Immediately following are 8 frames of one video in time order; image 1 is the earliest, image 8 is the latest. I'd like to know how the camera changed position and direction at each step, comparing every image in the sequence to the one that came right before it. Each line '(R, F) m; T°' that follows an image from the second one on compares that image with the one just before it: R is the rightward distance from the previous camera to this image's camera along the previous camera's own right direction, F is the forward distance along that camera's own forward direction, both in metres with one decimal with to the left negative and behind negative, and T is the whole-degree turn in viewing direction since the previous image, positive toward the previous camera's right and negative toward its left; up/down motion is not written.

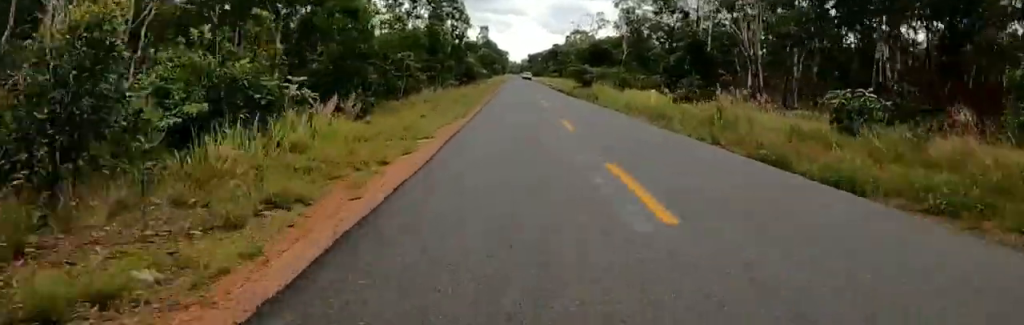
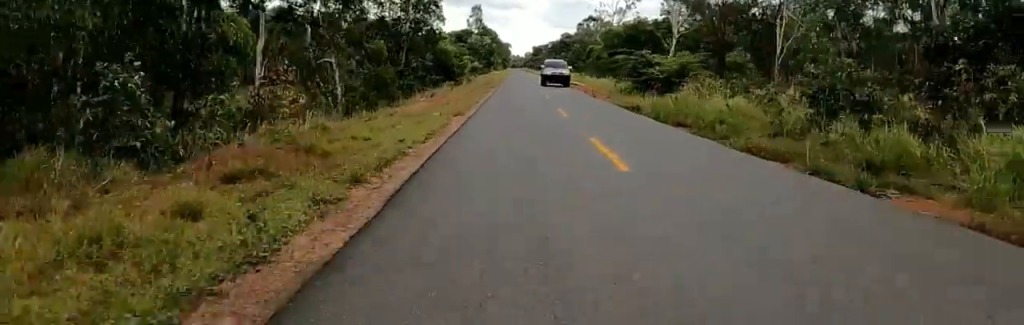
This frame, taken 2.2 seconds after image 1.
(-0.2, +29.7) m; -1°
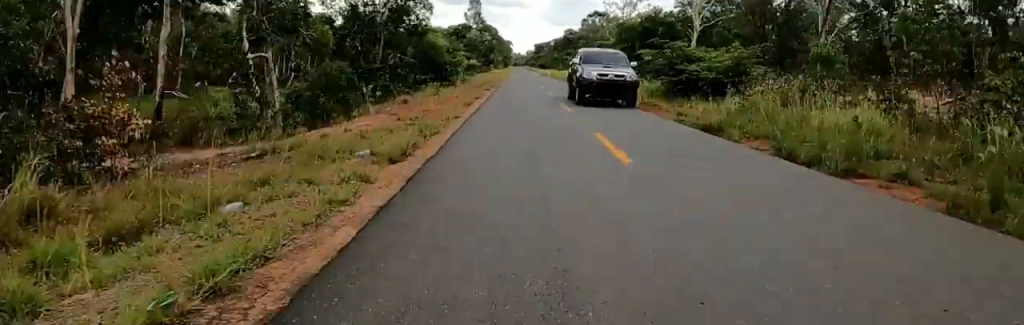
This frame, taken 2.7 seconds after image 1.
(0.0, +7.8) m; 0°
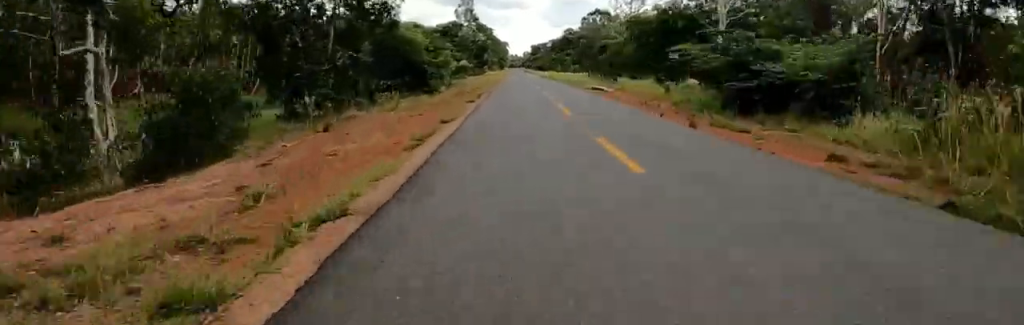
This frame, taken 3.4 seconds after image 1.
(0.0, +9.7) m; 0°
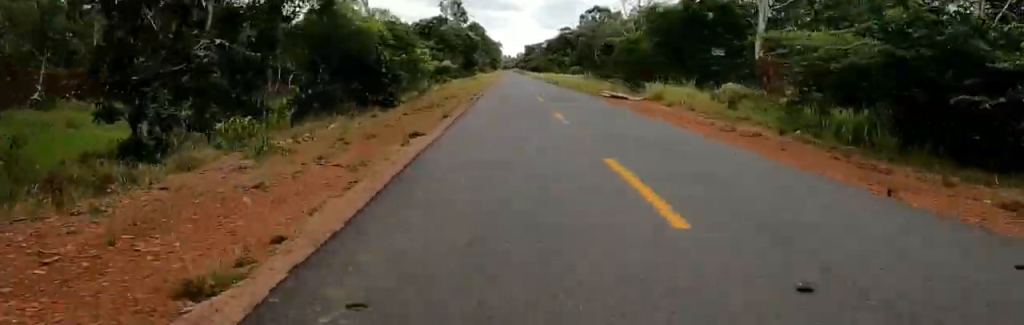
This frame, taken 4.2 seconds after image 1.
(0.0, +10.1) m; 0°
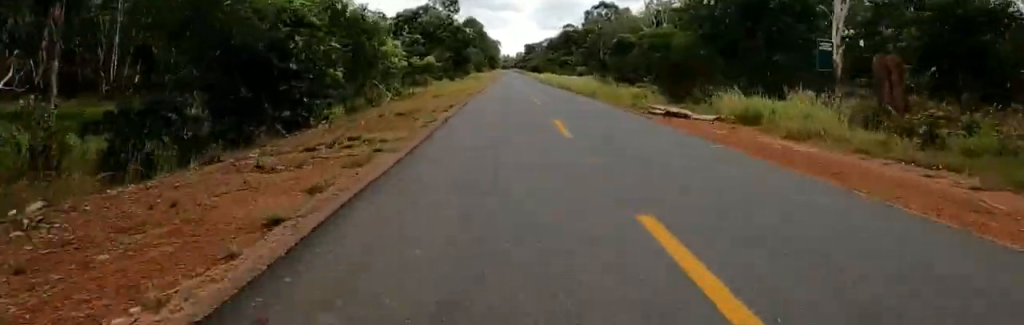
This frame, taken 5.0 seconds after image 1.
(0.0, +10.5) m; +2°
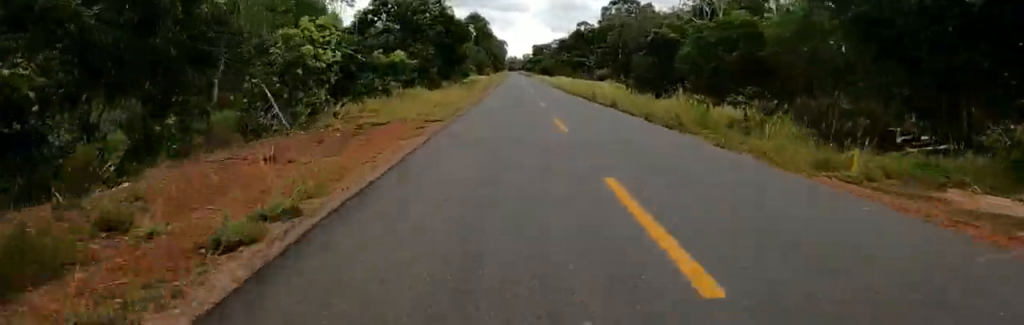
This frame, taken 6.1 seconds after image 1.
(+0.6, +14.6) m; +2°
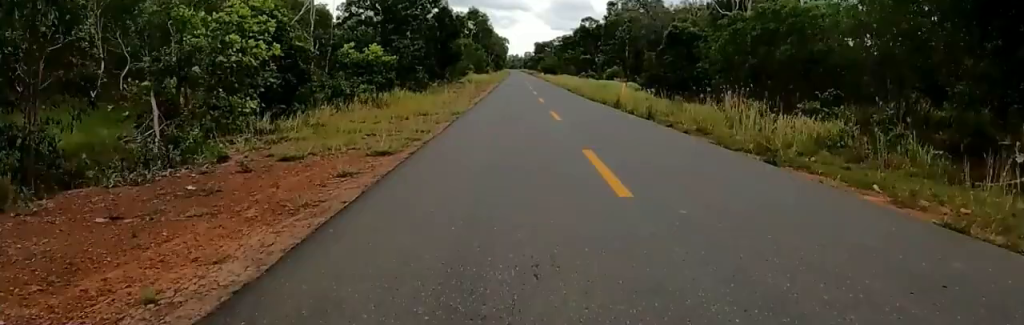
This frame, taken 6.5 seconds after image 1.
(+0.5, +5.7) m; 0°
